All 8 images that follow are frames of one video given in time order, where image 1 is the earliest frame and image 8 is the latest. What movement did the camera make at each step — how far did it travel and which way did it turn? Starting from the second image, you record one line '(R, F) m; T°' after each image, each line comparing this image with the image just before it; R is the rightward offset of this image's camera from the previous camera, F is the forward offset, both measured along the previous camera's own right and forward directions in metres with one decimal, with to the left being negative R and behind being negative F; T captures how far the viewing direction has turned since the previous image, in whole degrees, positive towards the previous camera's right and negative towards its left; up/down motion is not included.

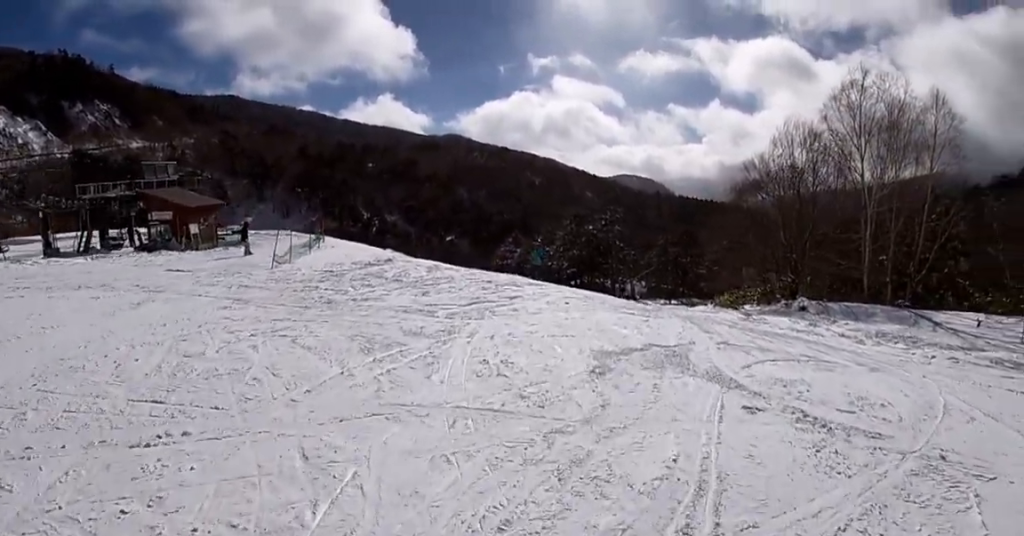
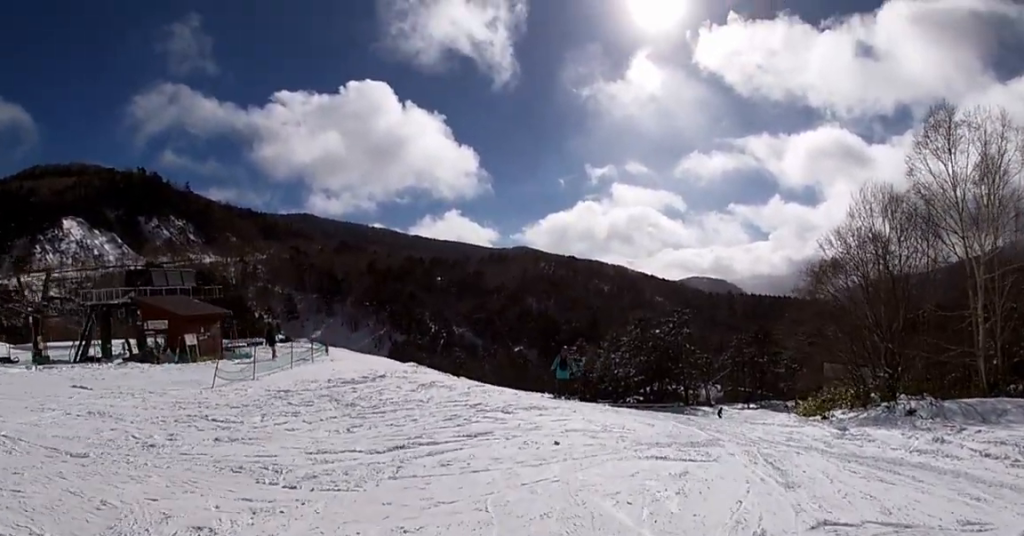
(-1.1, +5.4) m; -16°
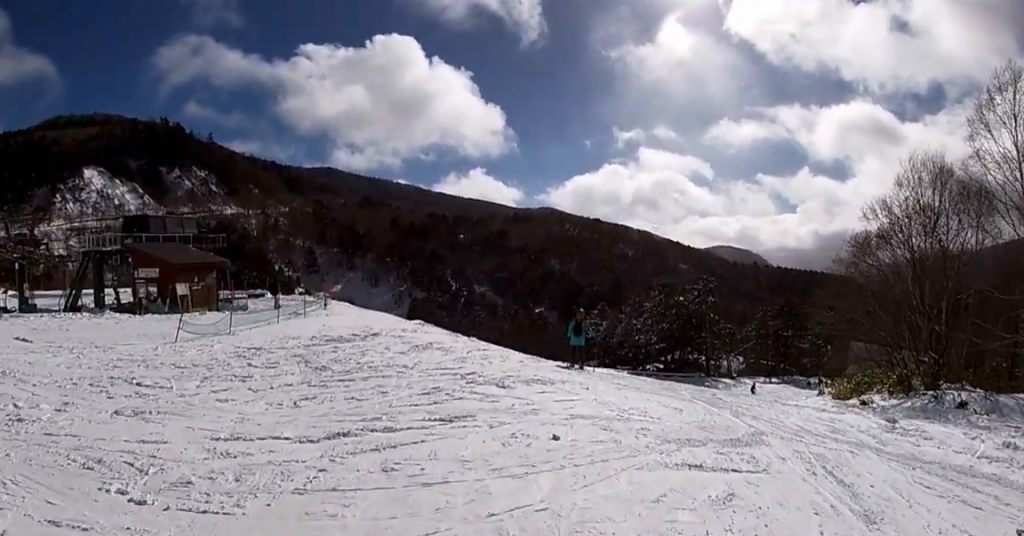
(-0.4, +2.3) m; -1°
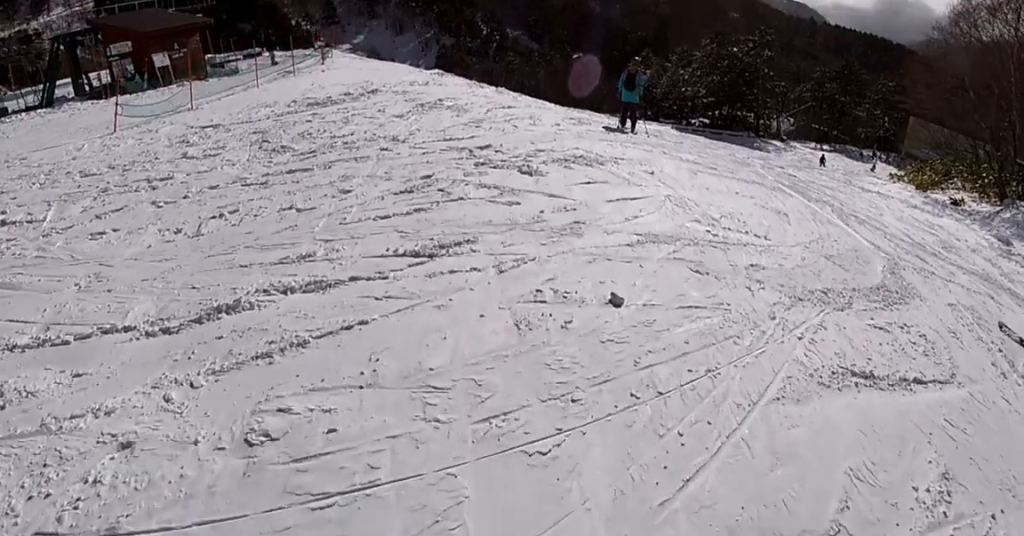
(+0.7, +2.7) m; +5°
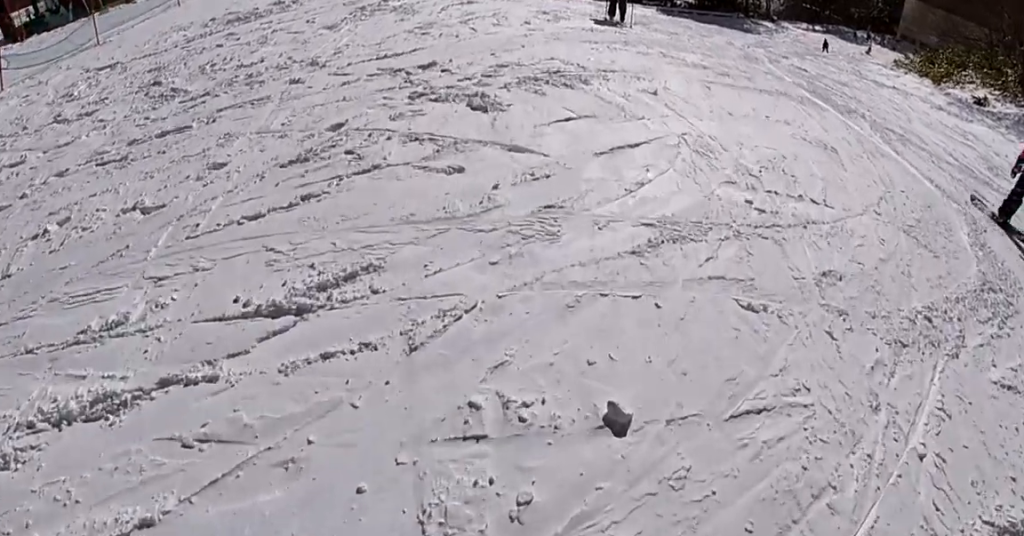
(0.0, +1.7) m; -3°
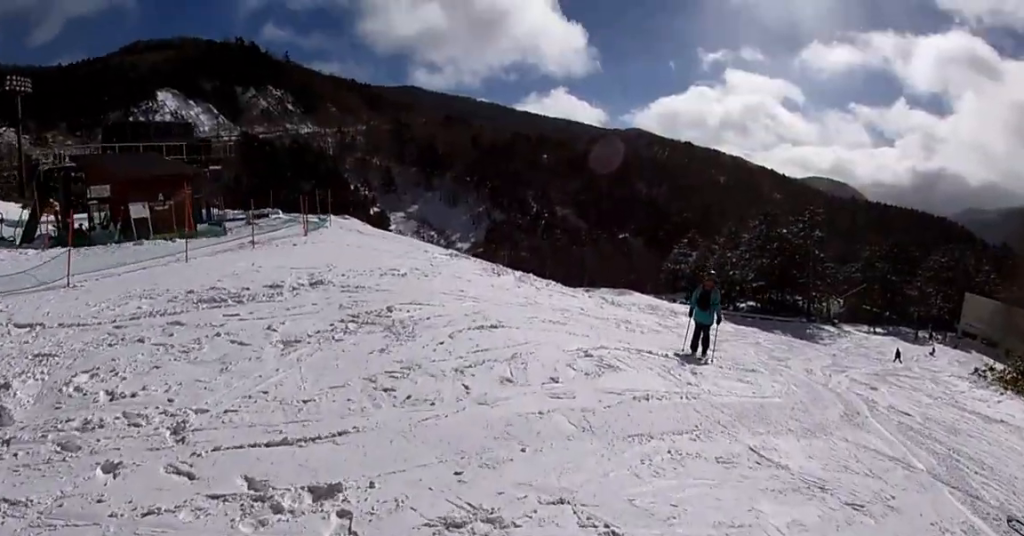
(-0.4, +3.2) m; -11°
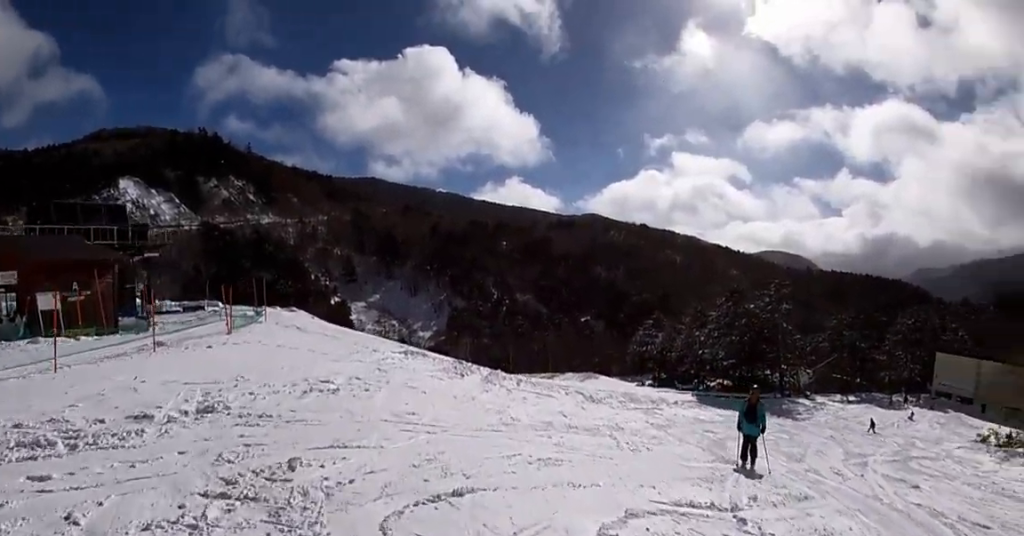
(-0.2, +3.3) m; 0°
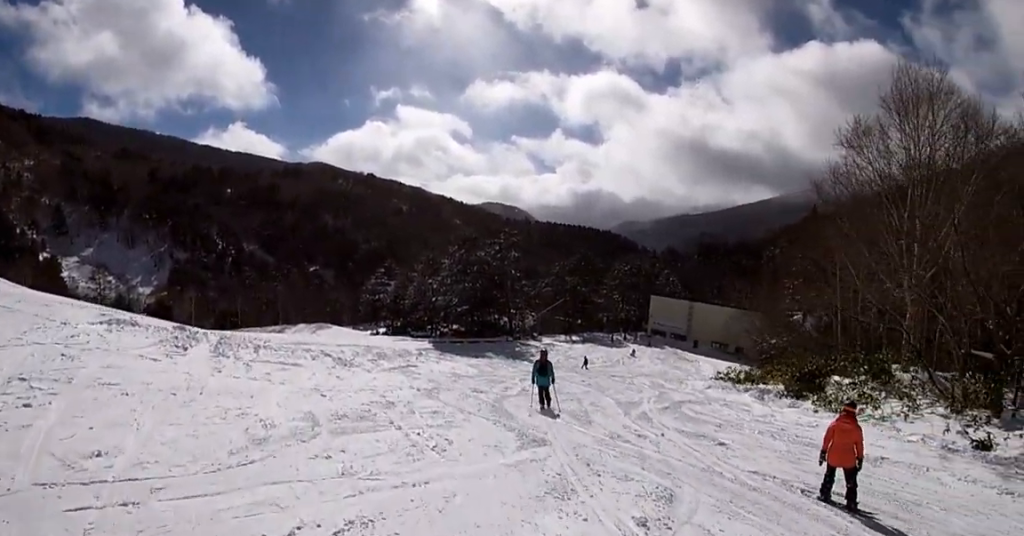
(+0.4, +3.6) m; +21°
